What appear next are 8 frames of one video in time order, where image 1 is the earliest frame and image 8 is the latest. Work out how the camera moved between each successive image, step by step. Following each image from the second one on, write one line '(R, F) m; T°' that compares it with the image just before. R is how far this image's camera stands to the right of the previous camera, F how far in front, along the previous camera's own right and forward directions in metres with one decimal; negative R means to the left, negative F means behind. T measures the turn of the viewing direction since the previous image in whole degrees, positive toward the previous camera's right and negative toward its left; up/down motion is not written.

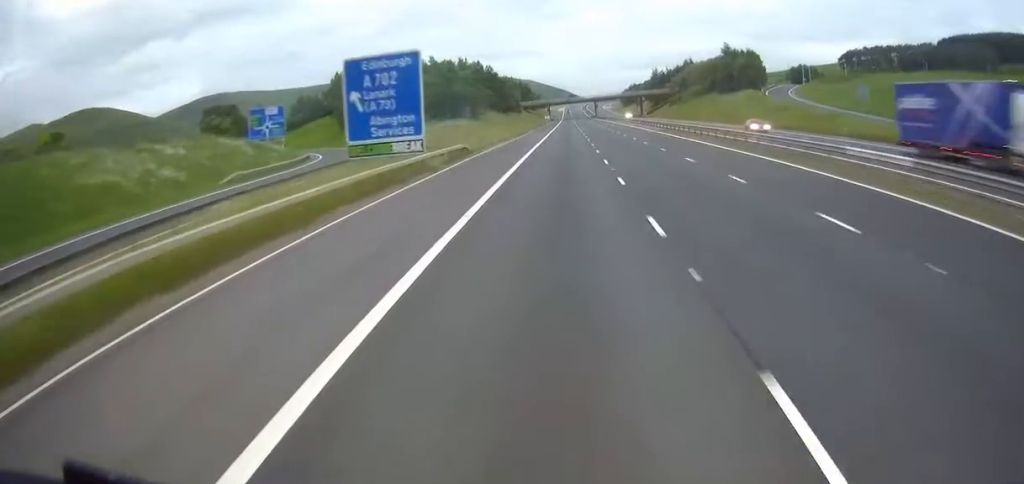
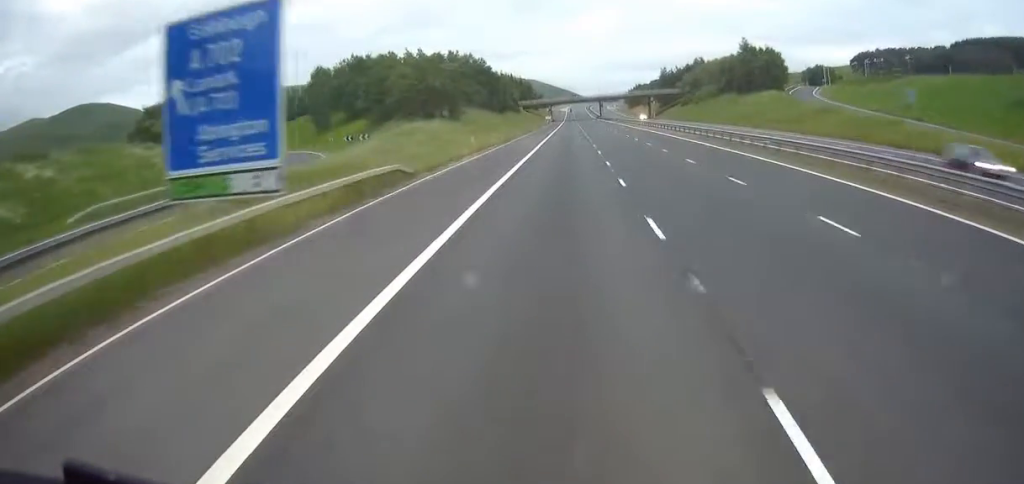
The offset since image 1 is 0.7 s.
(+0.1, +18.1) m; 0°
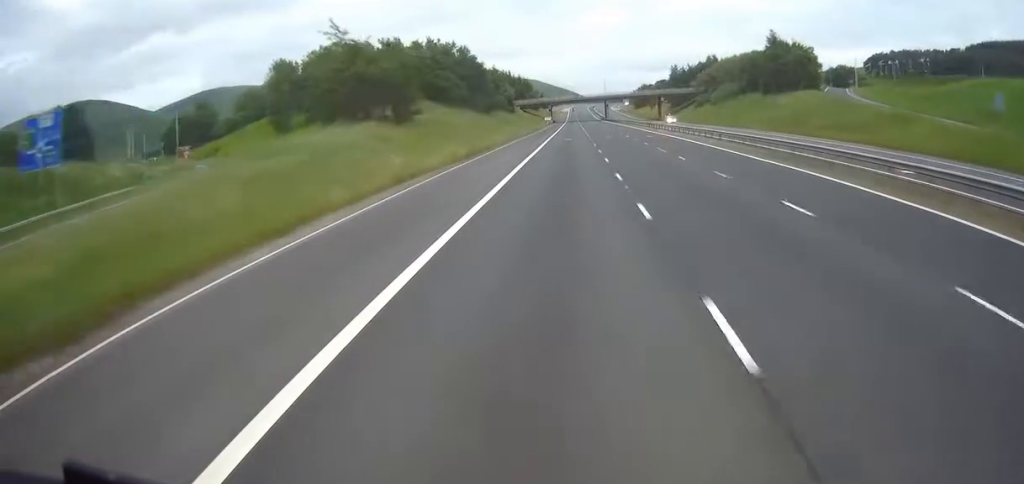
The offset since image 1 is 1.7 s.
(-0.1, +23.7) m; 0°
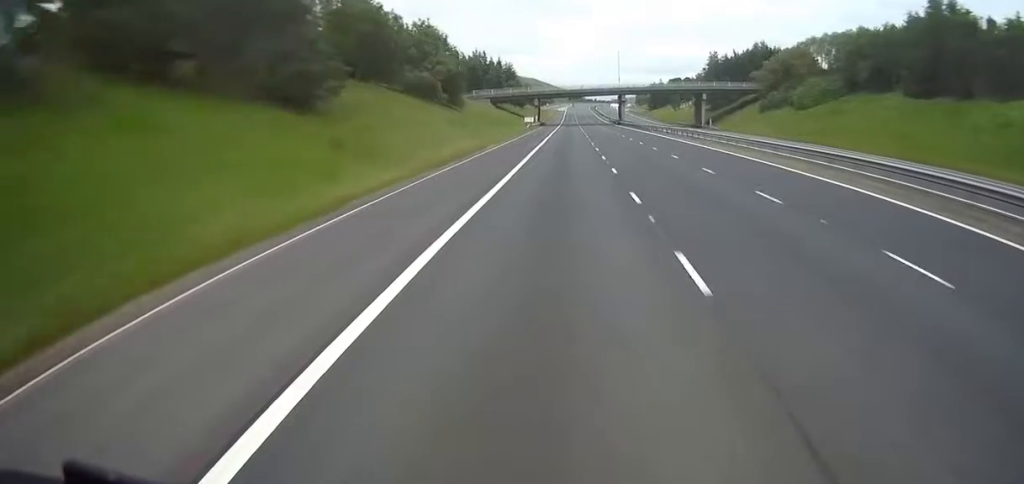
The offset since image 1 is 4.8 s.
(-1.2, +75.7) m; -2°
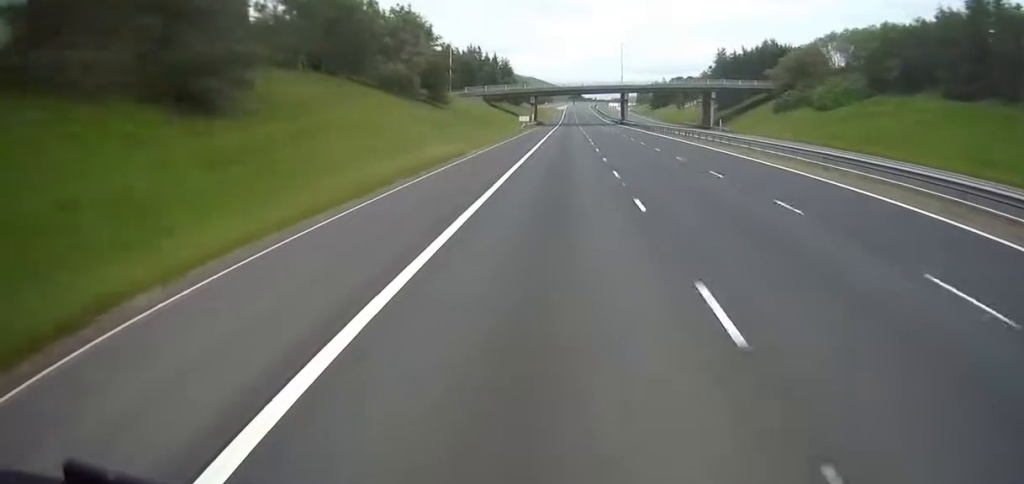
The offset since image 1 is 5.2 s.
(-0.3, +10.6) m; +1°
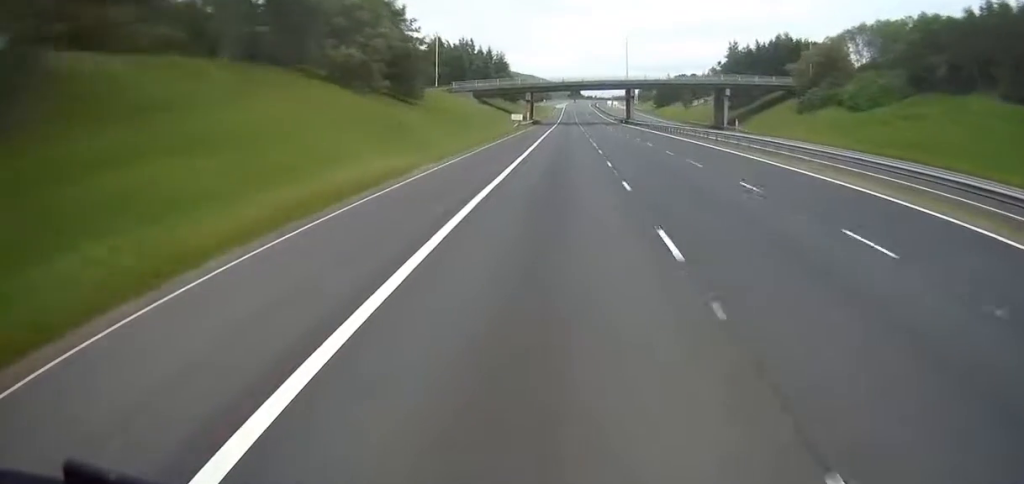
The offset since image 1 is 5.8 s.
(+0.7, +13.8) m; +2°
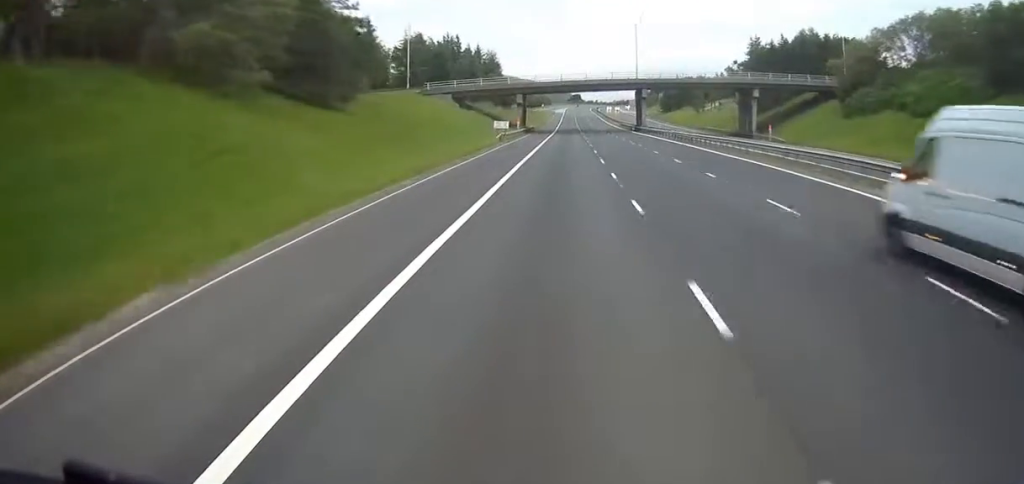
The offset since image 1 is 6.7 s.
(+0.4, +21.2) m; +1°
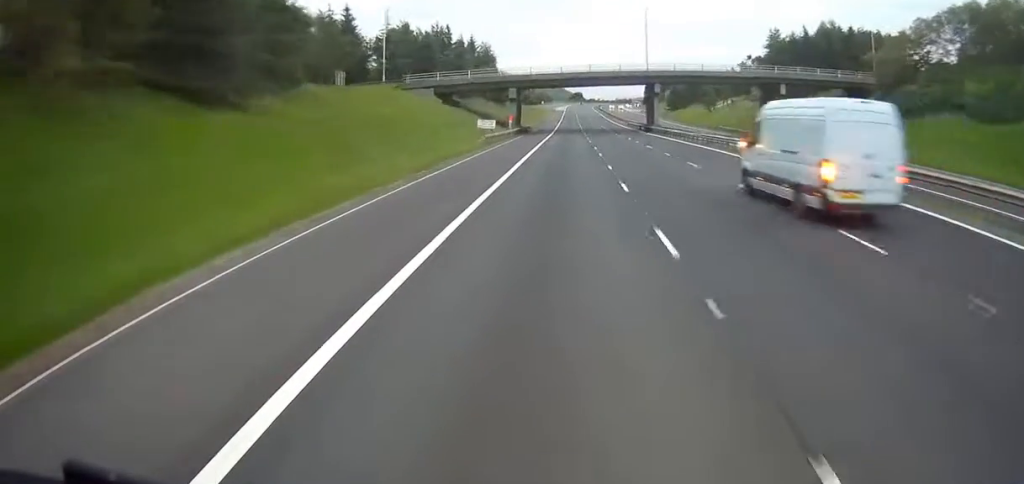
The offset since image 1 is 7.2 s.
(0.0, +13.8) m; 0°
